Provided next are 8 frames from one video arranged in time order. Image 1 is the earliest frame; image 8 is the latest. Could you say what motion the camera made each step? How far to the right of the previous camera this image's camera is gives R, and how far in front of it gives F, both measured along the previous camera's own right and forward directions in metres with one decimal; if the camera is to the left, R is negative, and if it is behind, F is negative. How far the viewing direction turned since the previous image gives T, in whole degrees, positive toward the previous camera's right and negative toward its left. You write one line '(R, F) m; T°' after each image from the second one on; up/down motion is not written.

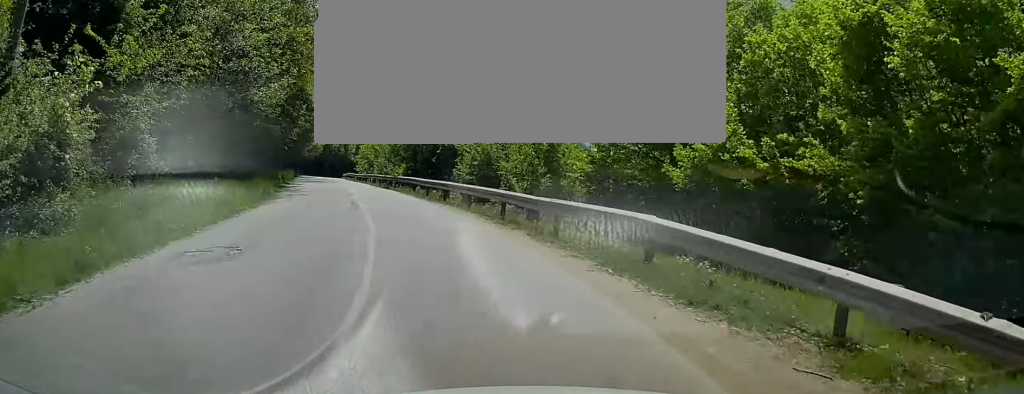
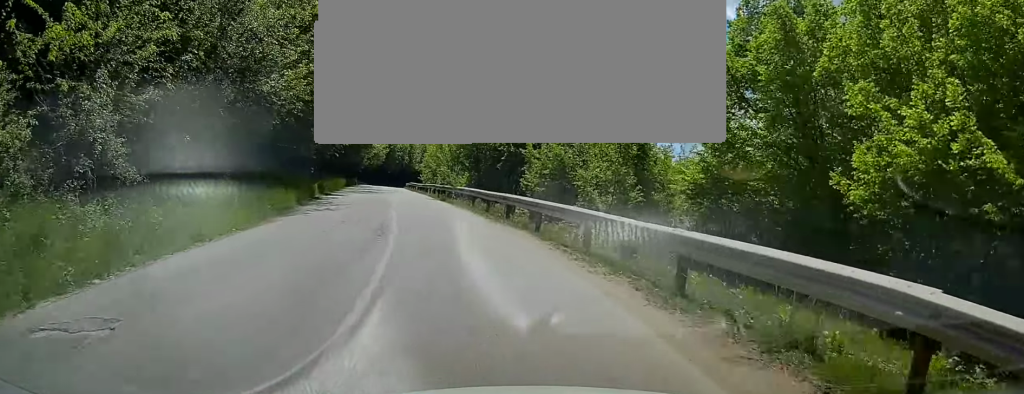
(0.0, +4.8) m; 0°
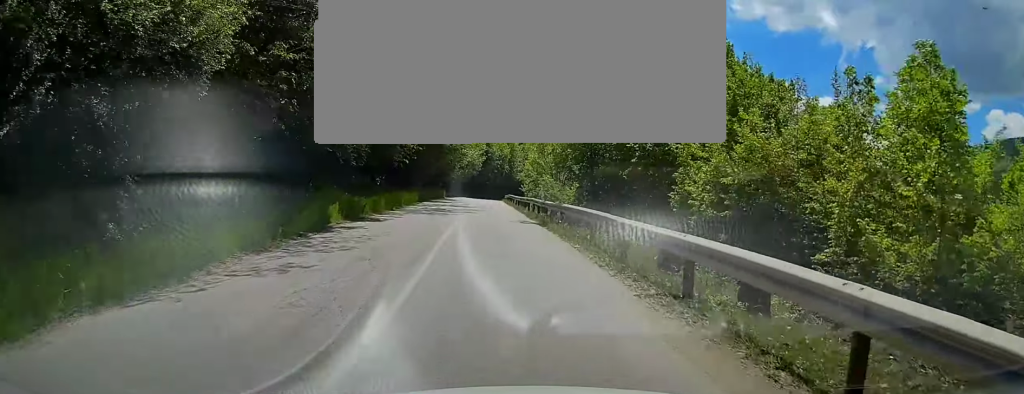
(0.0, +10.6) m; -3°
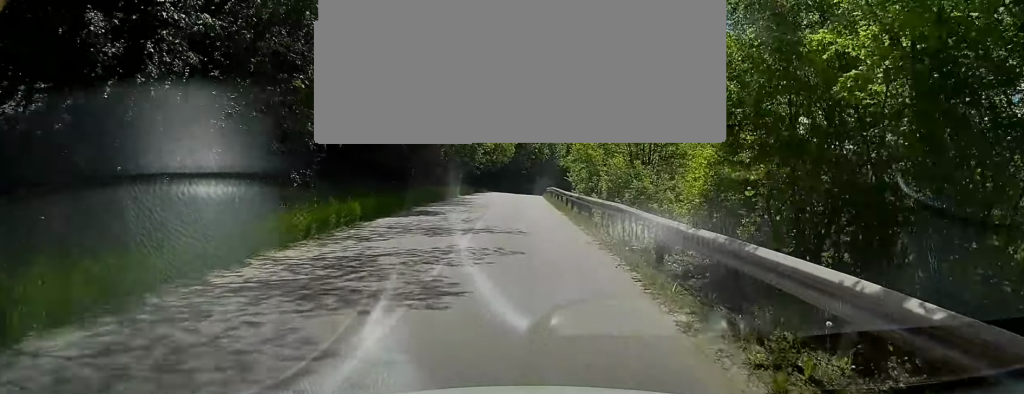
(-2.8, +20.3) m; -15°
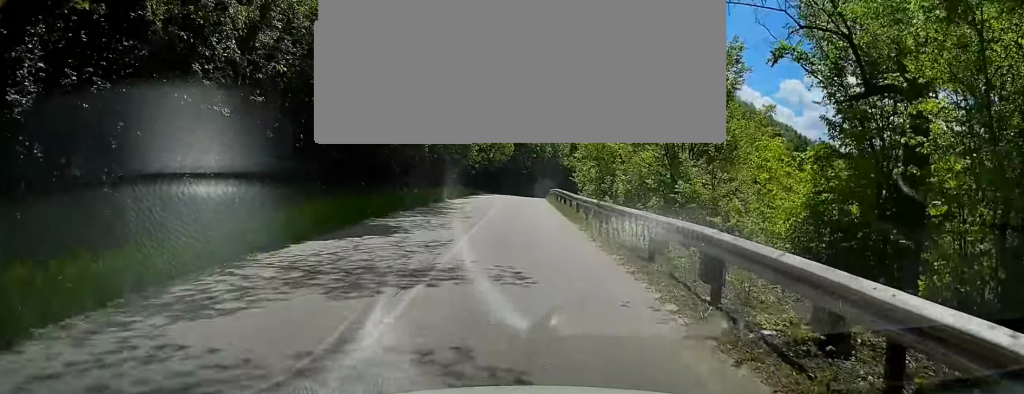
(-0.1, +7.0) m; -1°
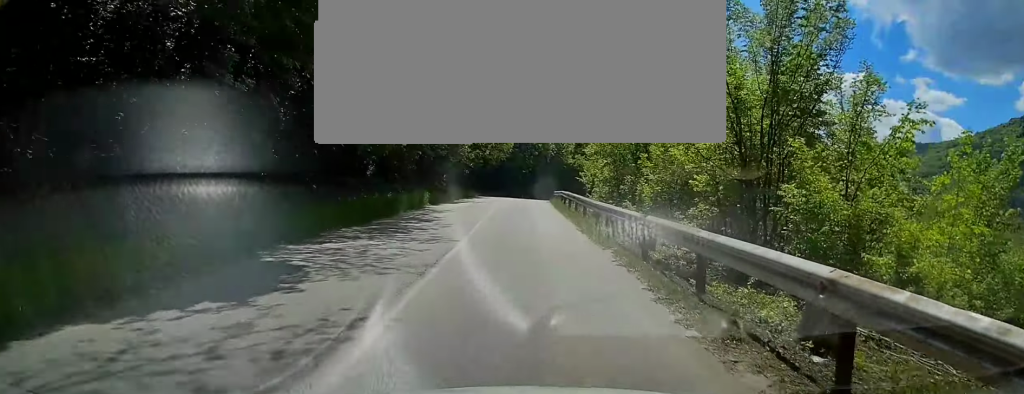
(0.0, +7.0) m; 0°
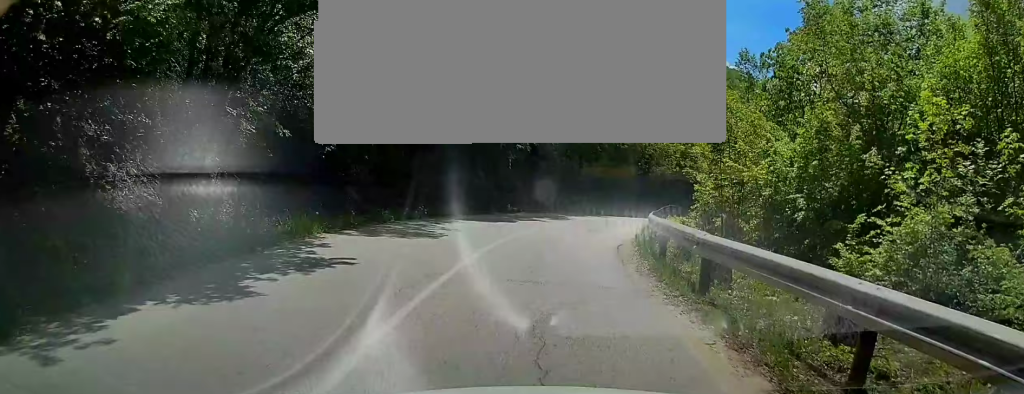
(-0.3, +37.2) m; -1°
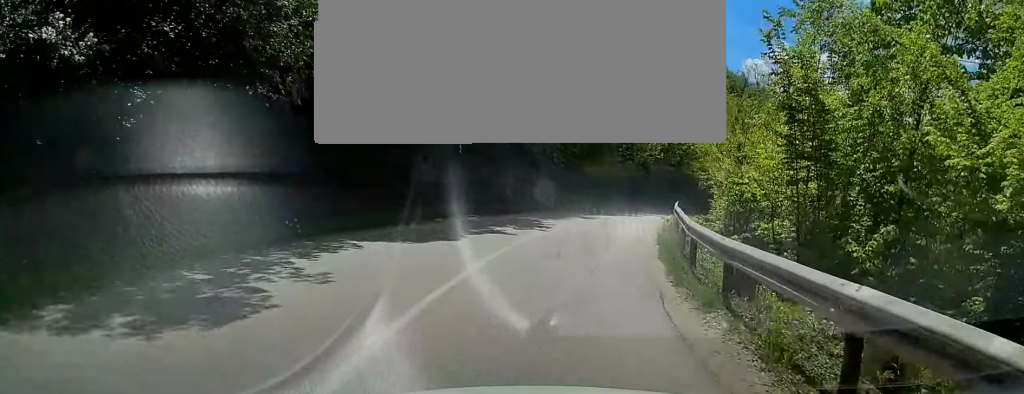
(0.0, +7.7) m; +2°
